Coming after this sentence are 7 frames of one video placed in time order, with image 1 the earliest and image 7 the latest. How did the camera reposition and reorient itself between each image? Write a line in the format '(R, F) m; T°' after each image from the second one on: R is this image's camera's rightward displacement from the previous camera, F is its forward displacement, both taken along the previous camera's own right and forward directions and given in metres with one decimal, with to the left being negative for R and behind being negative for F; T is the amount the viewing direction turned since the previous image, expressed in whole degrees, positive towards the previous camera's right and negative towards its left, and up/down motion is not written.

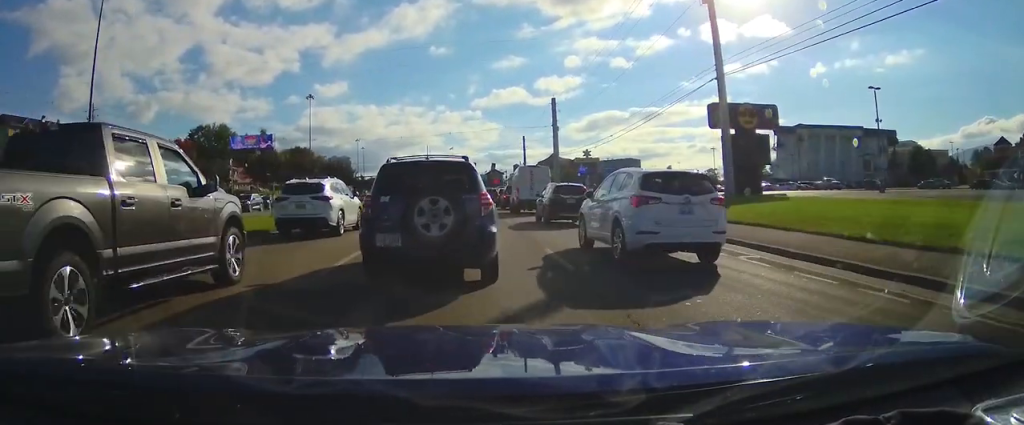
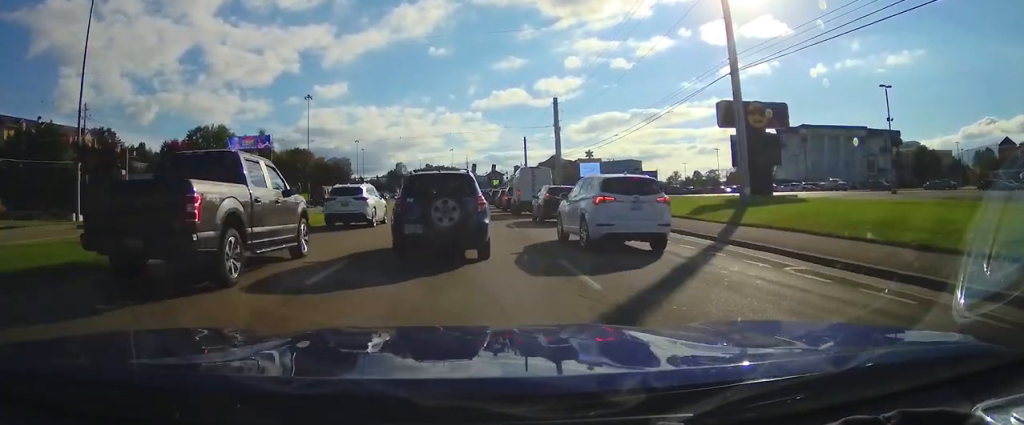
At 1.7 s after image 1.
(0.0, +8.5) m; 0°
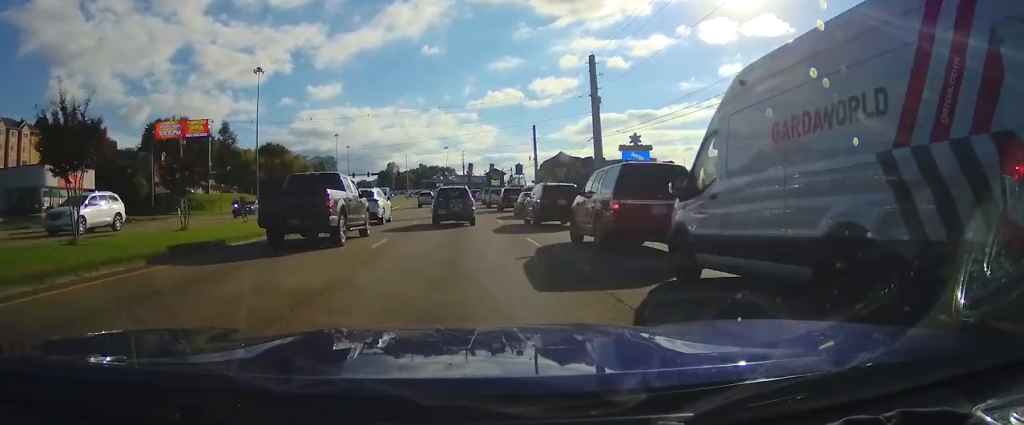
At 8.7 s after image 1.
(+0.4, +41.4) m; +1°
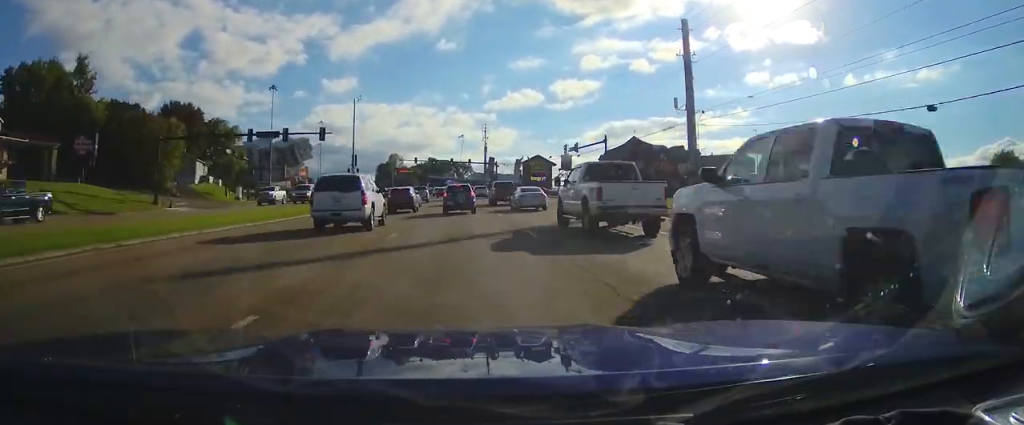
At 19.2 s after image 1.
(+0.3, +74.7) m; -1°
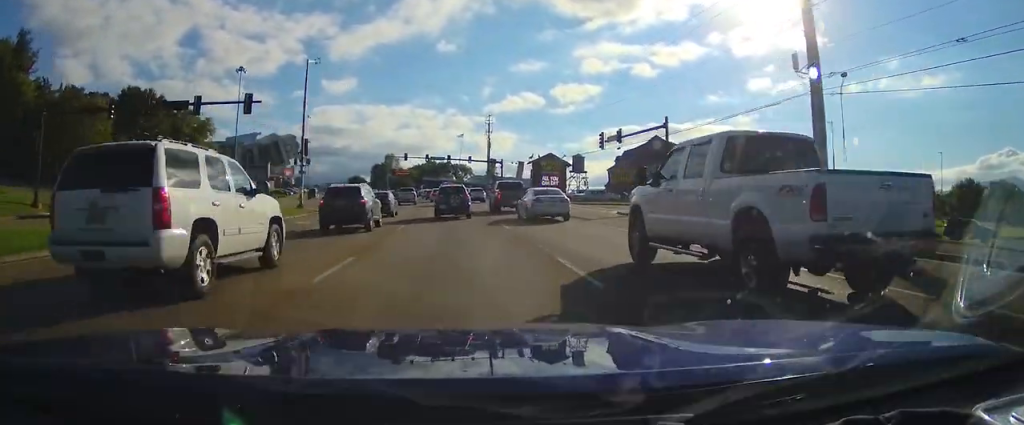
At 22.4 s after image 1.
(-0.5, +19.9) m; -2°
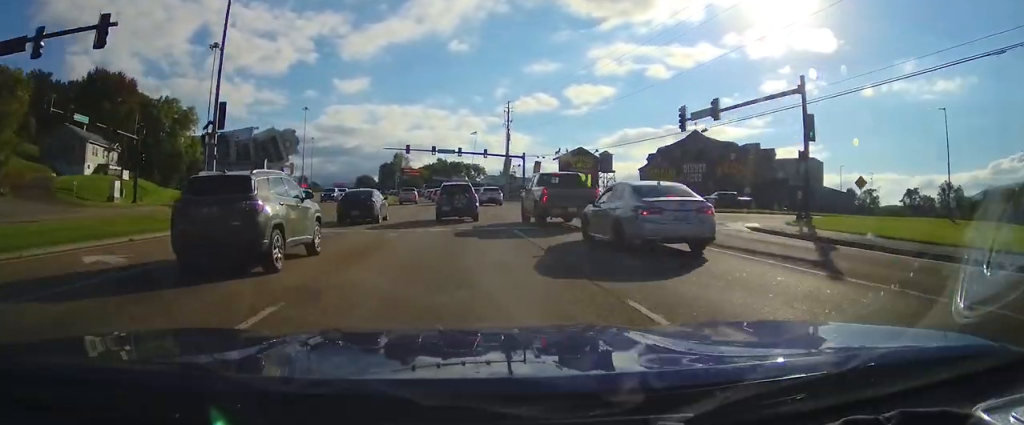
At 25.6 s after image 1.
(-0.3, +18.6) m; -1°
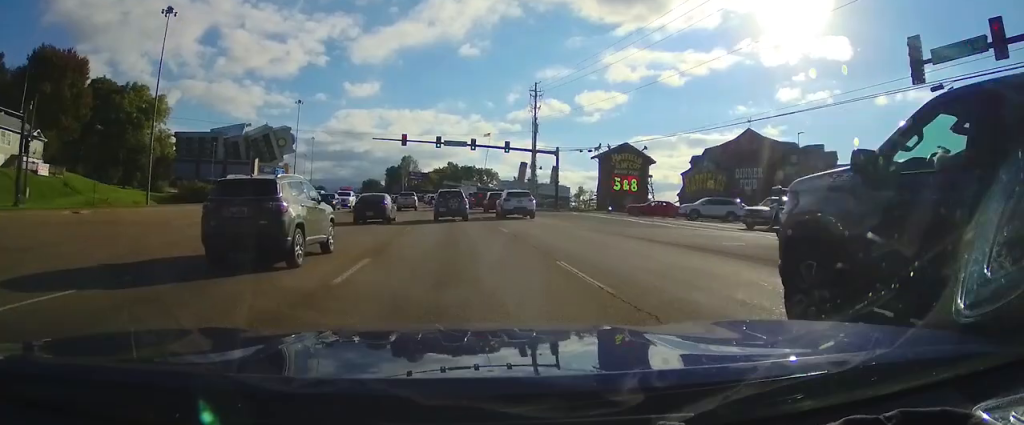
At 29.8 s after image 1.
(-0.1, +22.3) m; -1°
